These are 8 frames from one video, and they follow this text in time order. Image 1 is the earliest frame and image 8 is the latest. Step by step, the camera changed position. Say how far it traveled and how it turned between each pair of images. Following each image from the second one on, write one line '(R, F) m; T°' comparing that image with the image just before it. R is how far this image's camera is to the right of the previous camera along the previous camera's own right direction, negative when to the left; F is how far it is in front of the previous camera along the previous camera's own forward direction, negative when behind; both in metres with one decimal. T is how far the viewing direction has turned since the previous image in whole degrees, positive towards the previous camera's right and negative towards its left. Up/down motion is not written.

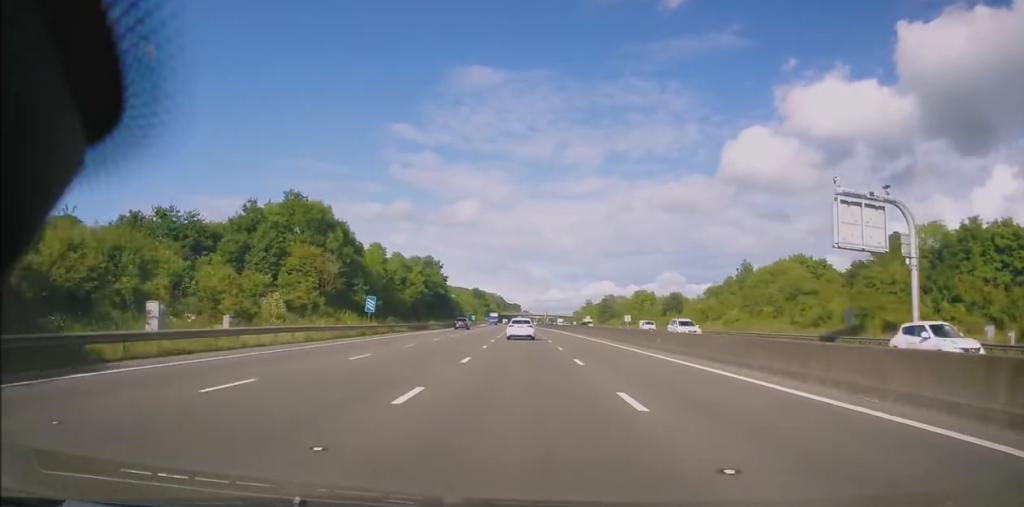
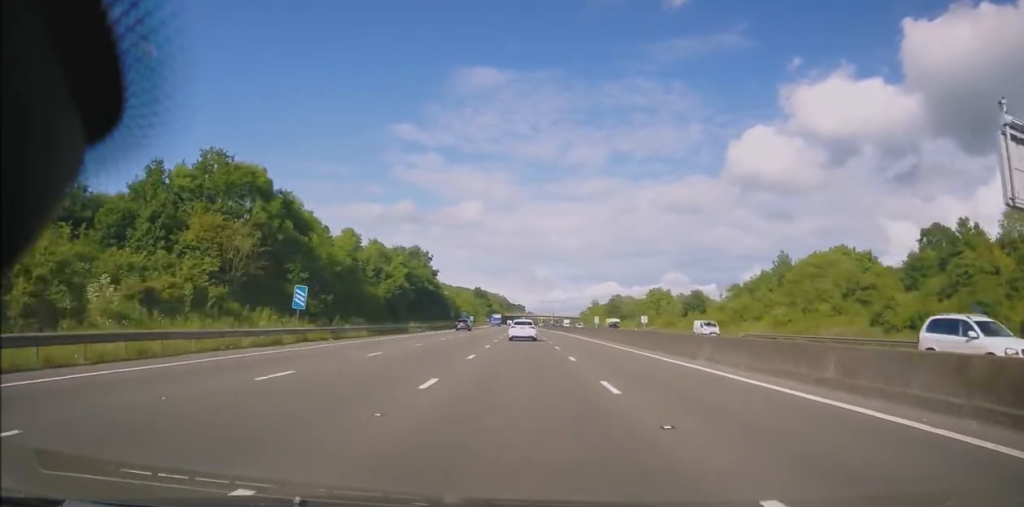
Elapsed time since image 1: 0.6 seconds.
(-0.1, +15.8) m; 0°
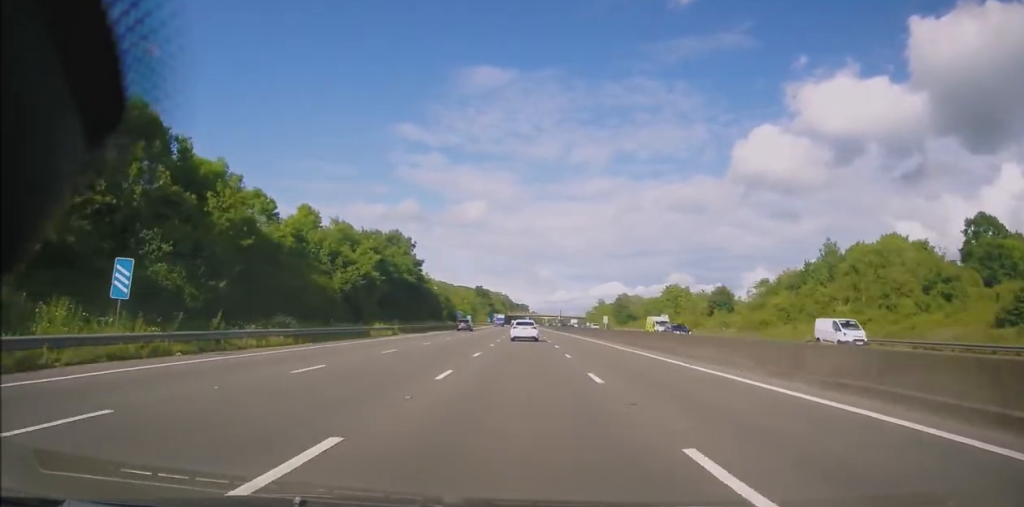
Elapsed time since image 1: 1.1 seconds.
(0.0, +15.8) m; 0°
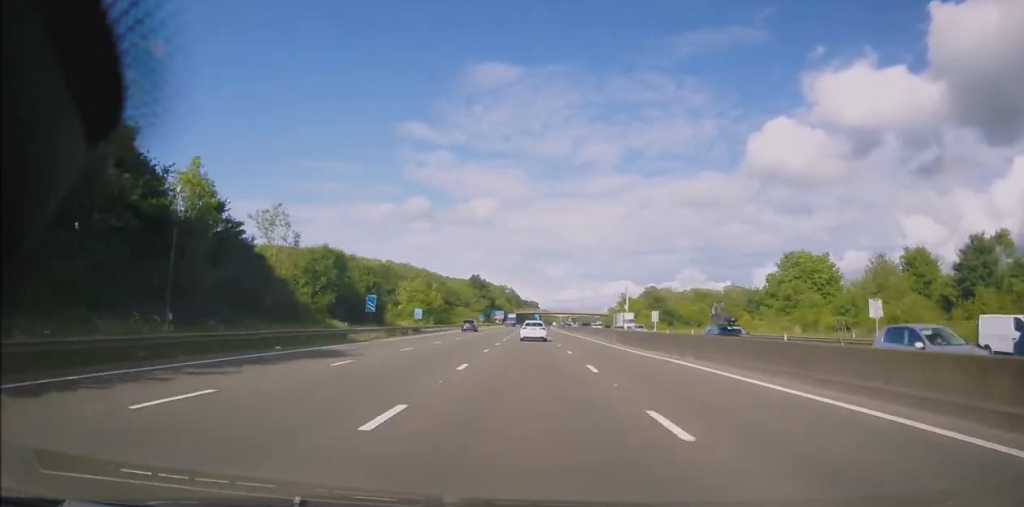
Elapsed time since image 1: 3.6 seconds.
(-0.6, +69.4) m; -1°
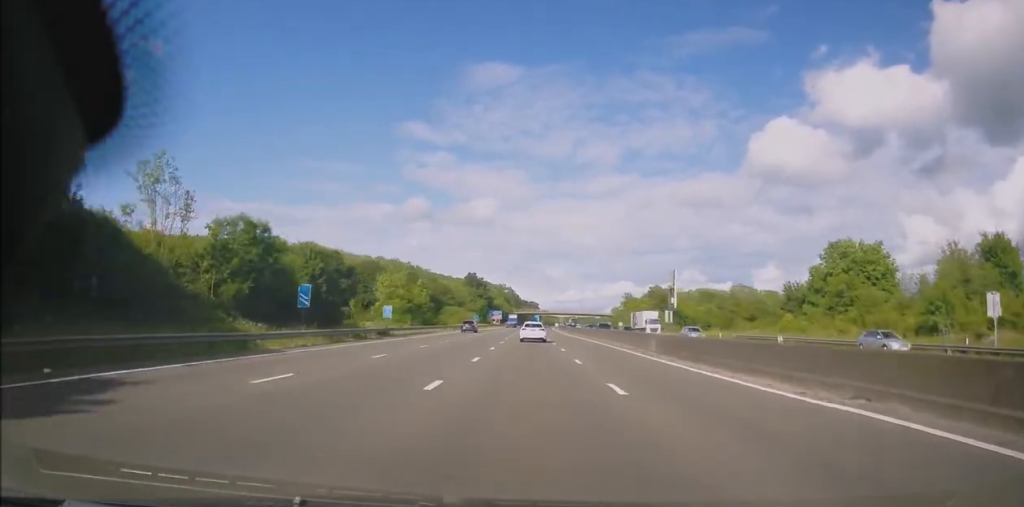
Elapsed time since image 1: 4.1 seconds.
(-0.1, +14.1) m; 0°
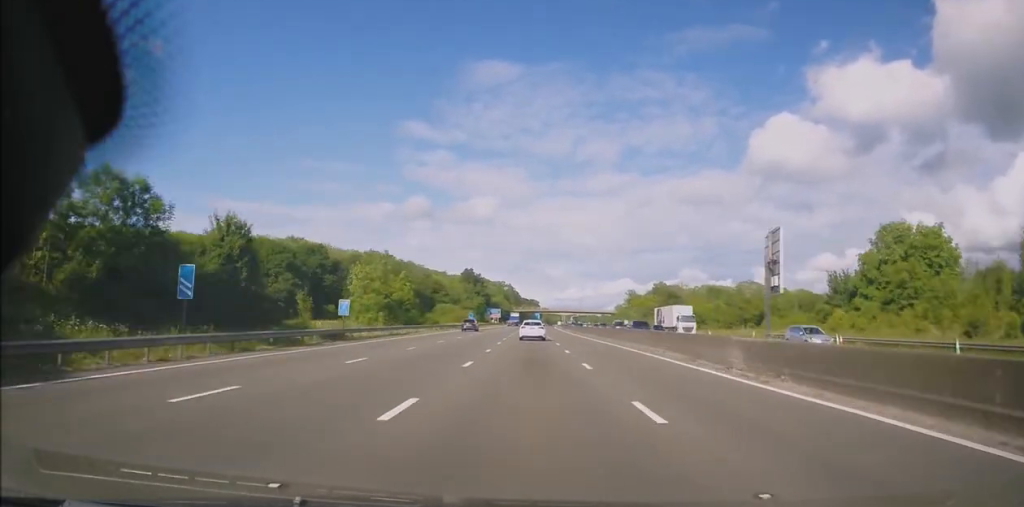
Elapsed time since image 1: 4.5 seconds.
(+0.2, +12.2) m; 0°
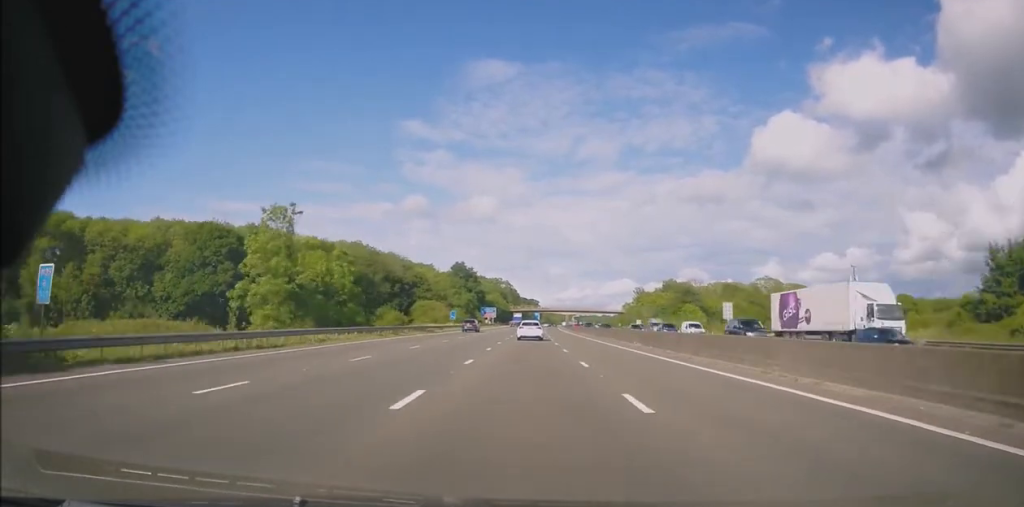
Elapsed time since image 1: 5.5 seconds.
(0.0, +26.3) m; -1°
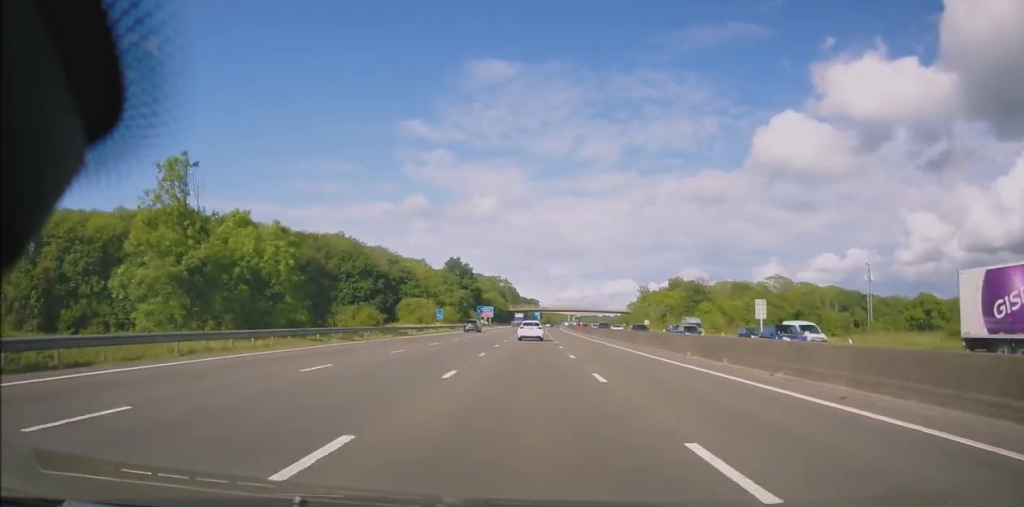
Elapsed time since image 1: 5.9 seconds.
(-0.1, +13.2) m; 0°
